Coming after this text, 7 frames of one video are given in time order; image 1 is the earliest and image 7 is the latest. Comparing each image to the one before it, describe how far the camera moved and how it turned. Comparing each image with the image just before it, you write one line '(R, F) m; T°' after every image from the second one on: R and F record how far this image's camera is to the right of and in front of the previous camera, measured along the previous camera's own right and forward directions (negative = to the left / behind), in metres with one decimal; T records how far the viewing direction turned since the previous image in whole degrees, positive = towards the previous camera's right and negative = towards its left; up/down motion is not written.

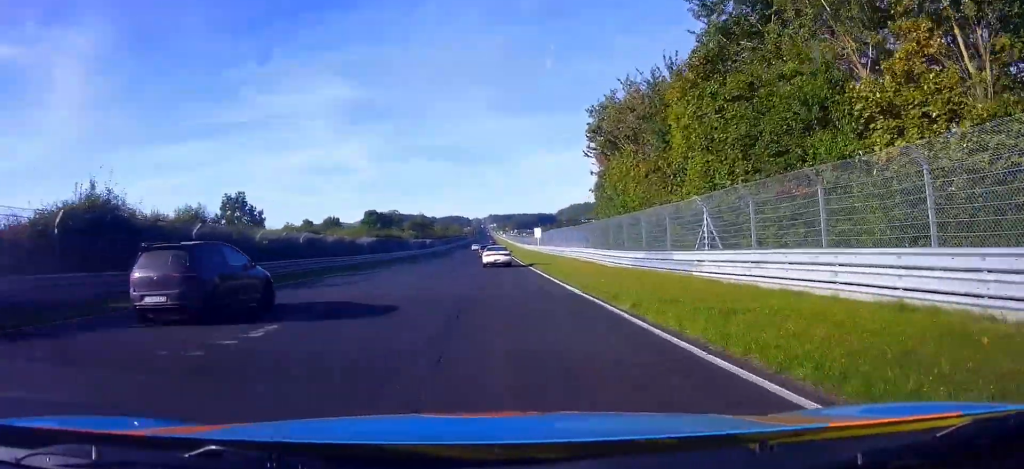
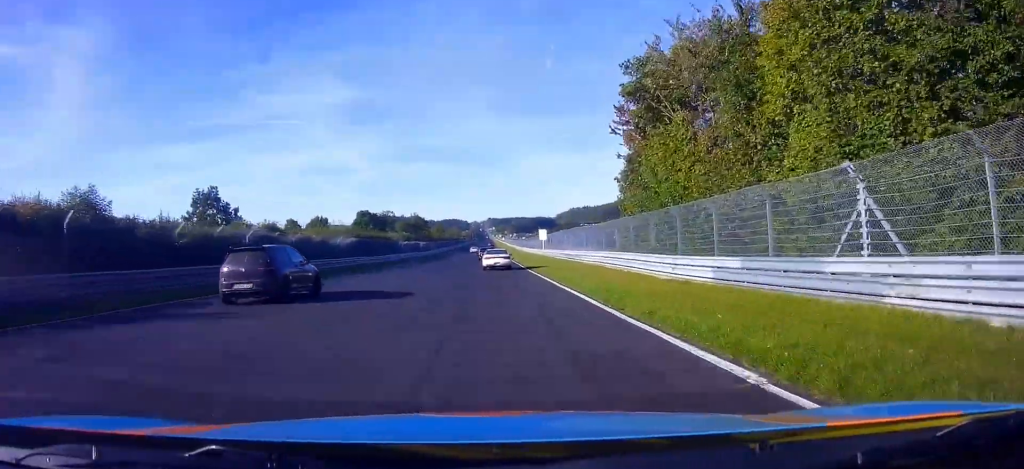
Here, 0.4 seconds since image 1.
(+0.1, +10.6) m; 0°
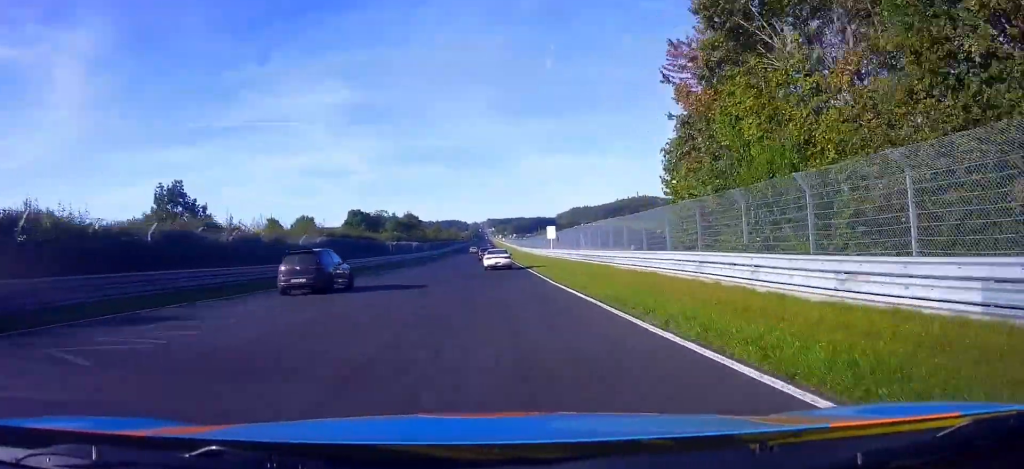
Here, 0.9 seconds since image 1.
(-0.1, +10.4) m; +1°
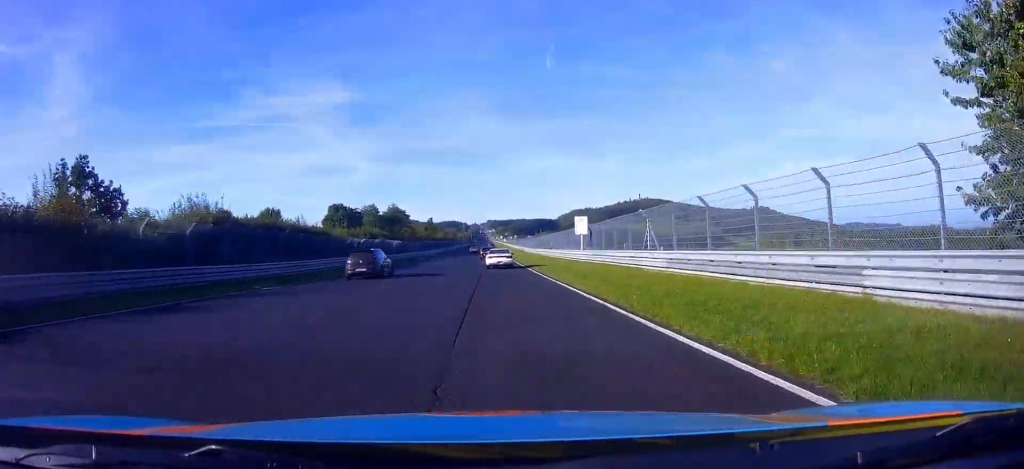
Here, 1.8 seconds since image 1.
(+0.1, +22.3) m; +1°
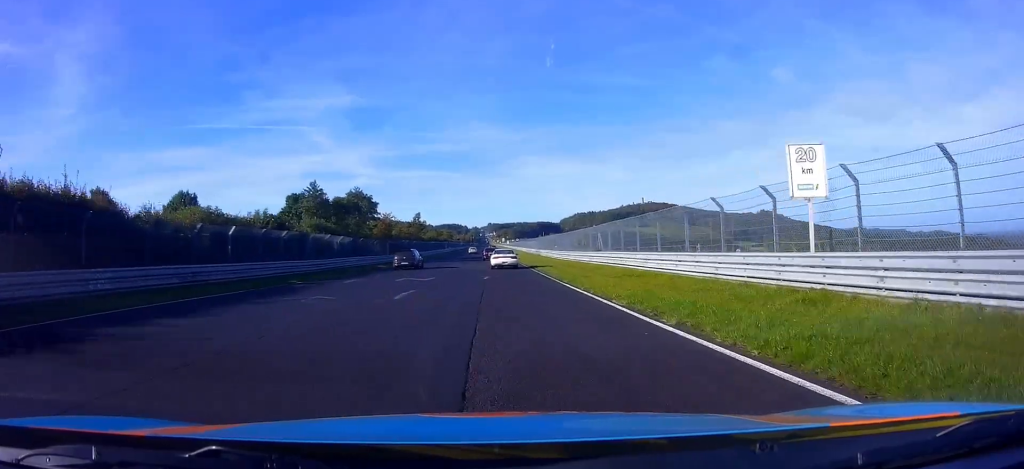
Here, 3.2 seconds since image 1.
(-0.1, +34.0) m; -2°
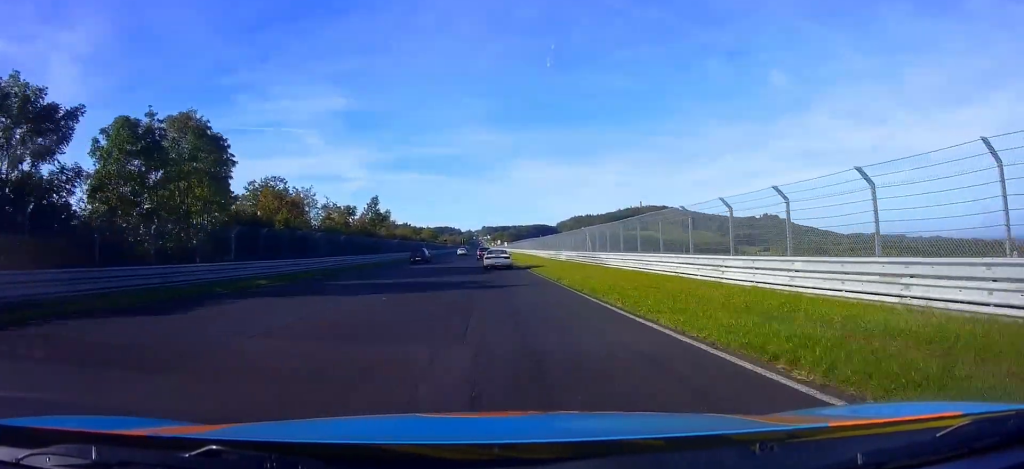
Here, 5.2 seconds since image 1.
(-0.8, +47.3) m; -1°
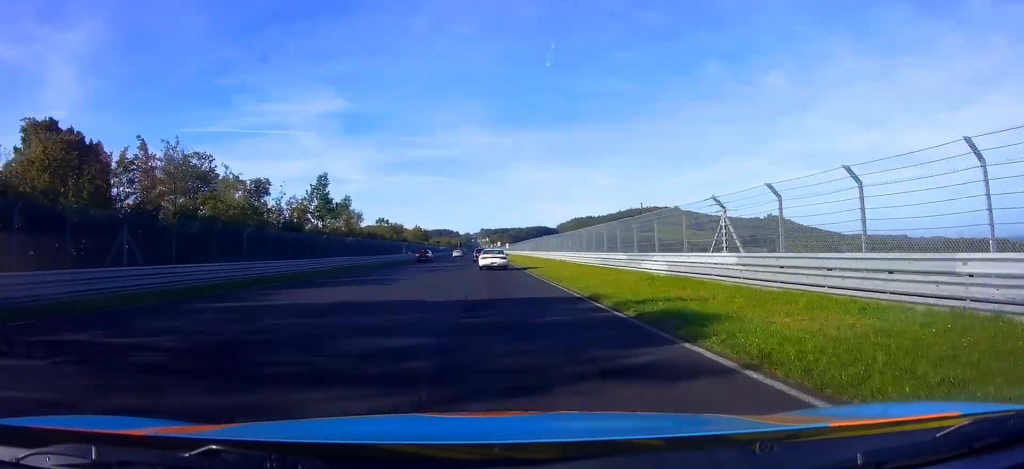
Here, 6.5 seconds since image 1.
(+0.2, +29.2) m; +1°
